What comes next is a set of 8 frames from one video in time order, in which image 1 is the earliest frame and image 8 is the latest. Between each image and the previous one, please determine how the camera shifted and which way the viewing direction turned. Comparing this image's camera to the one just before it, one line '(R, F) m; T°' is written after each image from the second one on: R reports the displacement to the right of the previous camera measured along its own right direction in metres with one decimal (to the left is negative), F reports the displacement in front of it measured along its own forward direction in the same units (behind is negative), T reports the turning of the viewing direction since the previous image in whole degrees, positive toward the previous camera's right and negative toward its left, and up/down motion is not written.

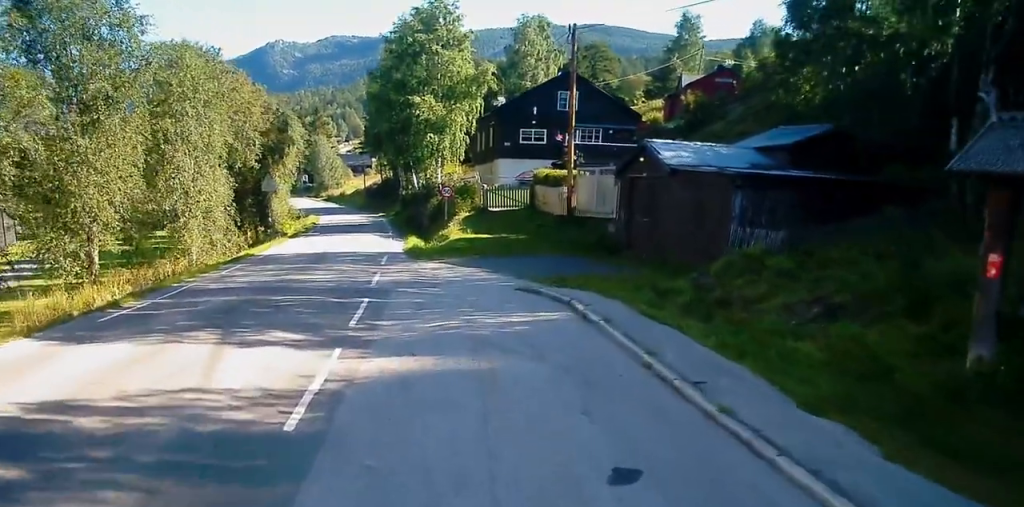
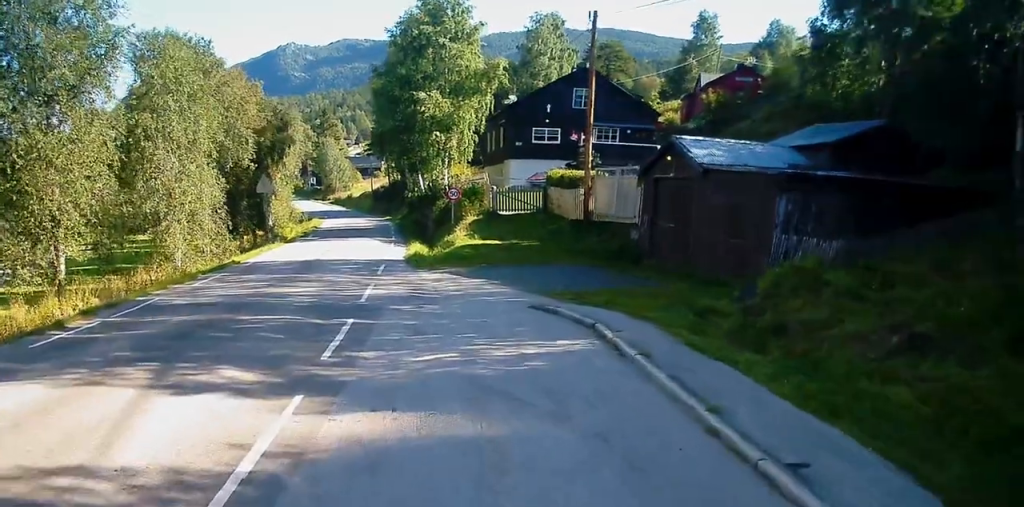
(0.0, +2.8) m; 0°
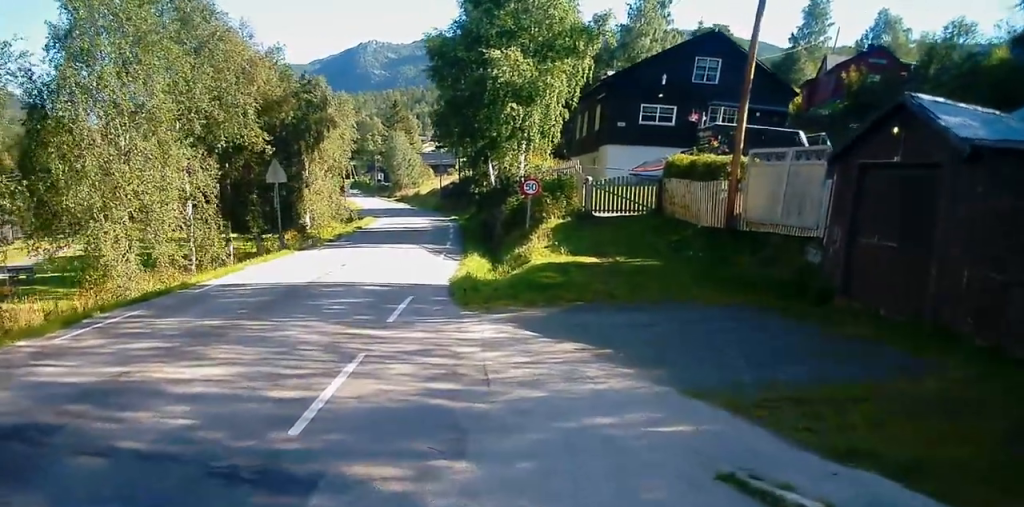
(-0.5, +9.6) m; -9°
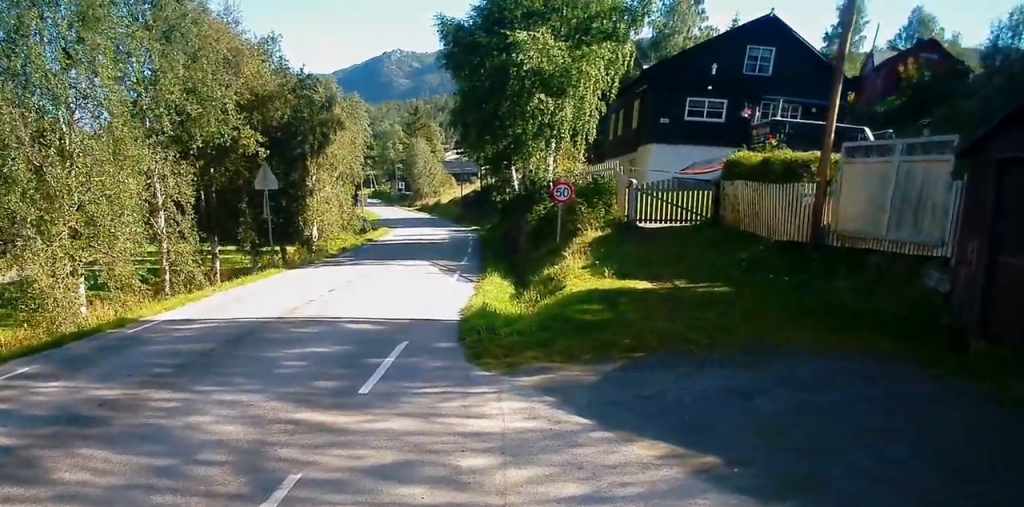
(+0.2, +4.3) m; +2°
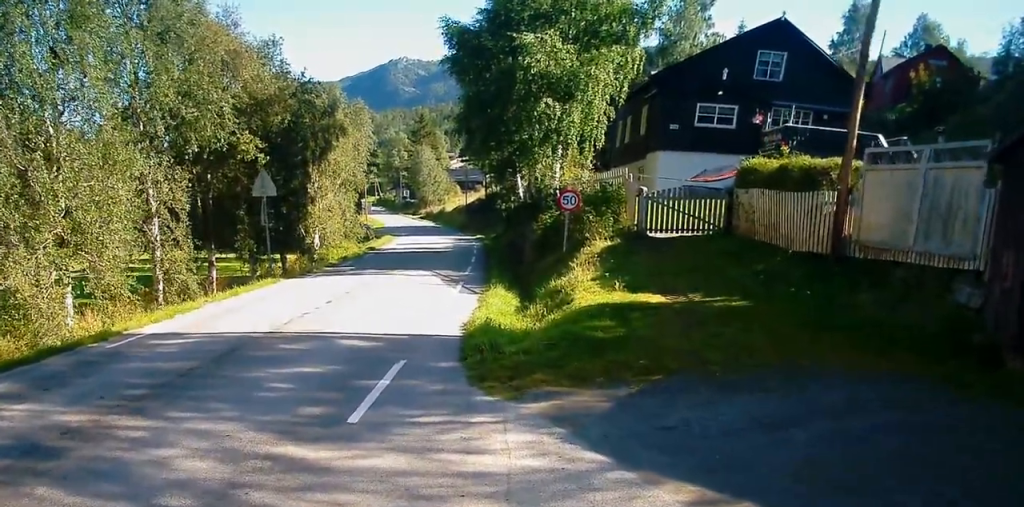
(0.0, +1.2) m; -1°
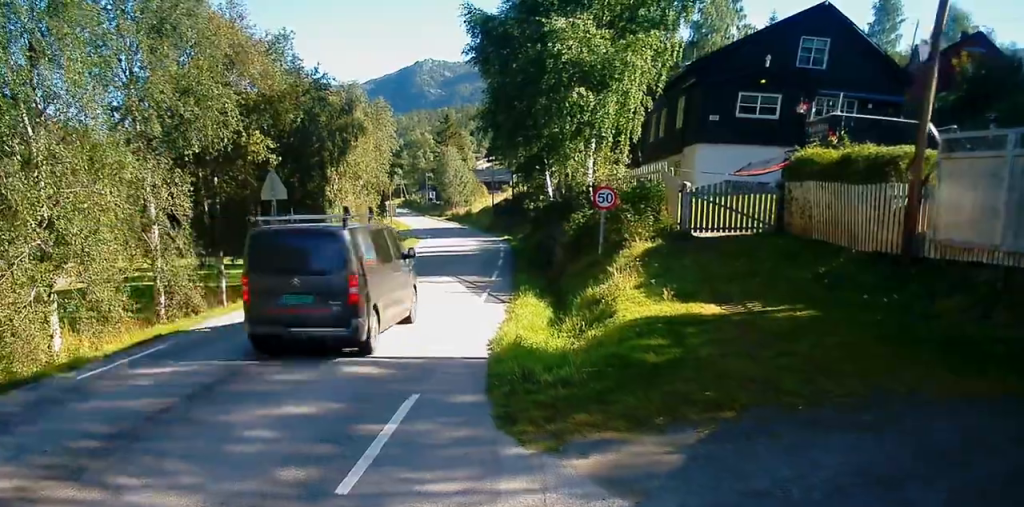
(-0.1, +2.0) m; -7°
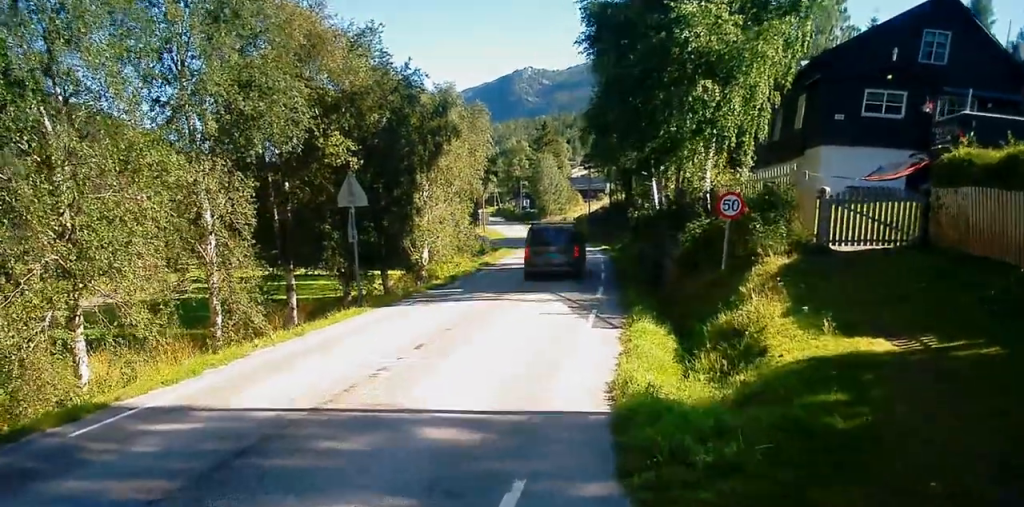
(-0.2, +2.5) m; -4°
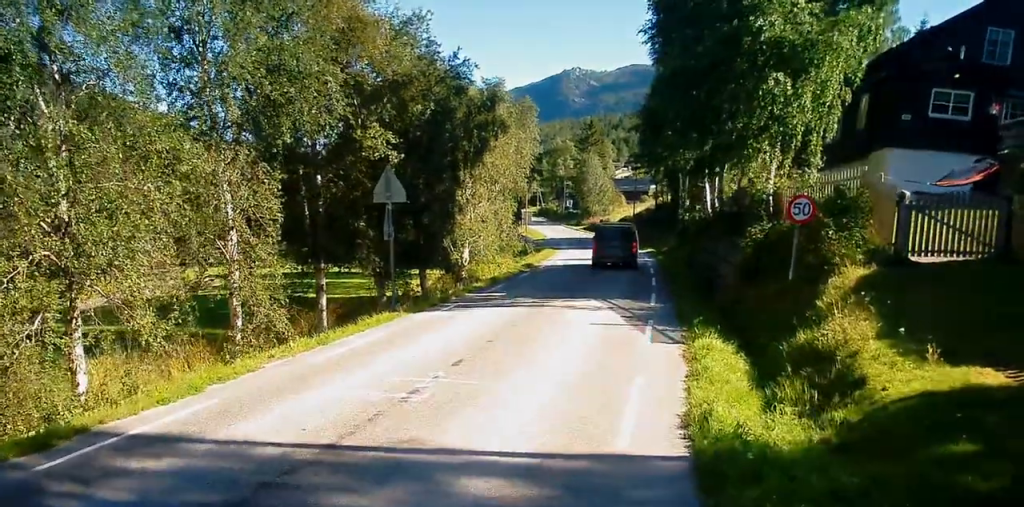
(0.0, +1.6) m; 0°
